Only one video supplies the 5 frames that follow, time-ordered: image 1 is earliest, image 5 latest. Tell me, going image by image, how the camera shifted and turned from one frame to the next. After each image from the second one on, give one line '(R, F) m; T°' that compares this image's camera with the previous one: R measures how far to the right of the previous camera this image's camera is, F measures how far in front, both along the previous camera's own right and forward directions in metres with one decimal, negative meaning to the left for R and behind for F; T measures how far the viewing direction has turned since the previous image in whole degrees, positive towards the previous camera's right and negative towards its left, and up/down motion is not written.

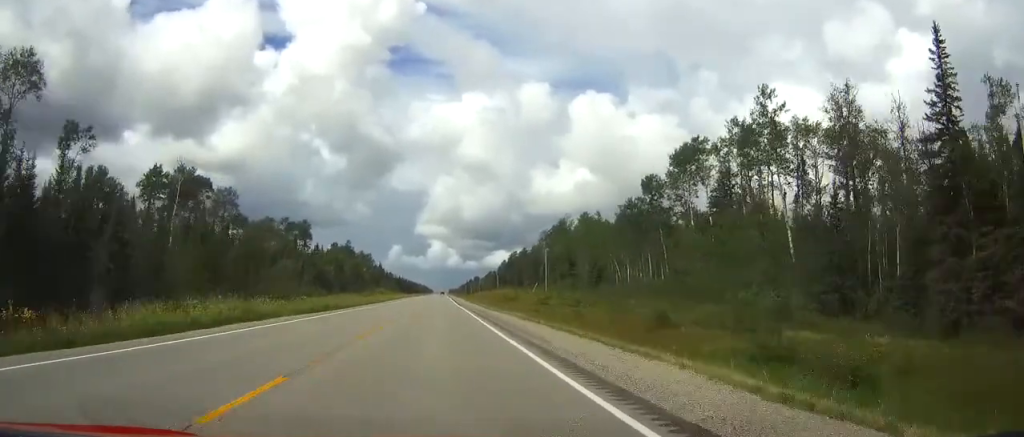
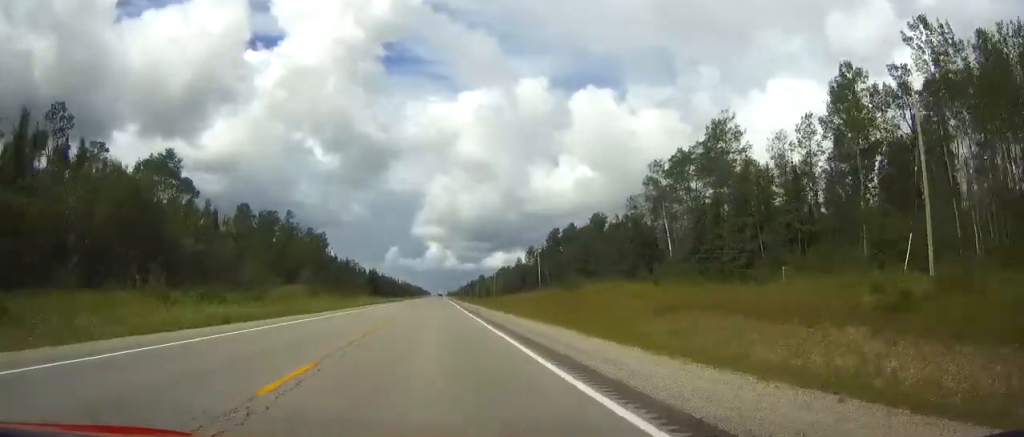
(+0.1, +114.6) m; 0°
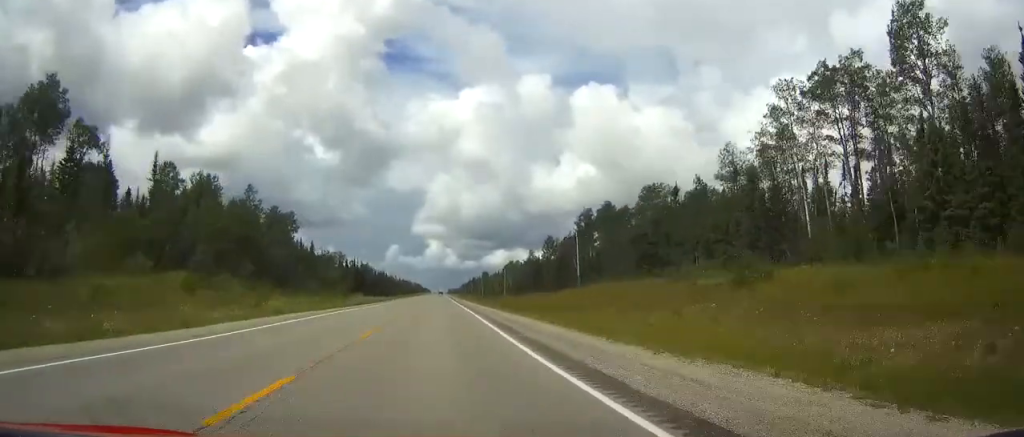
(0.0, +40.9) m; 0°
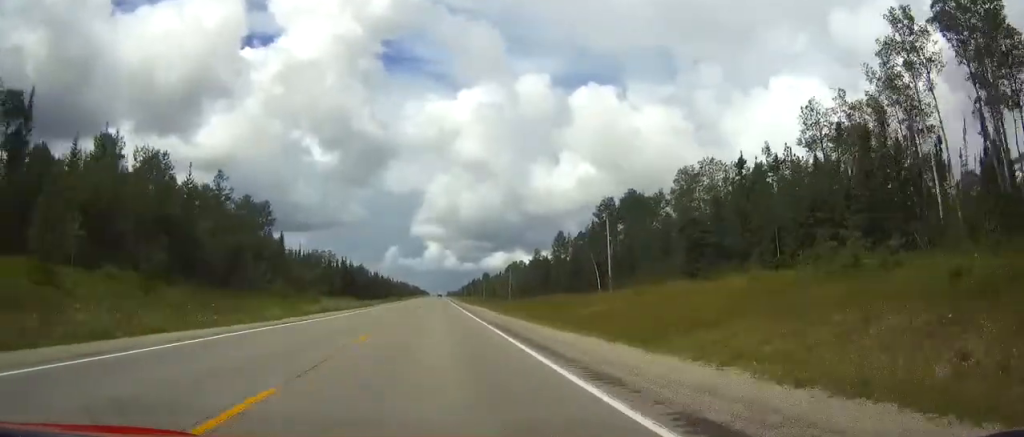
(-0.1, +20.5) m; 0°
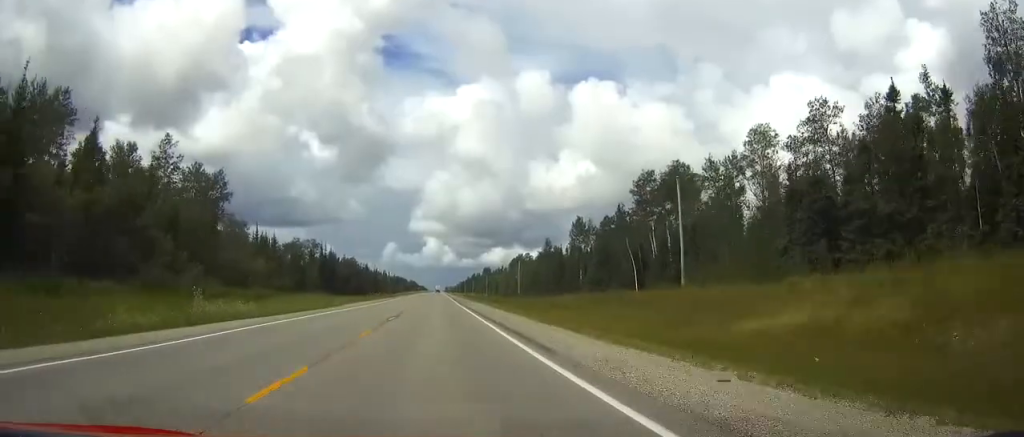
(-0.1, +27.0) m; 0°
